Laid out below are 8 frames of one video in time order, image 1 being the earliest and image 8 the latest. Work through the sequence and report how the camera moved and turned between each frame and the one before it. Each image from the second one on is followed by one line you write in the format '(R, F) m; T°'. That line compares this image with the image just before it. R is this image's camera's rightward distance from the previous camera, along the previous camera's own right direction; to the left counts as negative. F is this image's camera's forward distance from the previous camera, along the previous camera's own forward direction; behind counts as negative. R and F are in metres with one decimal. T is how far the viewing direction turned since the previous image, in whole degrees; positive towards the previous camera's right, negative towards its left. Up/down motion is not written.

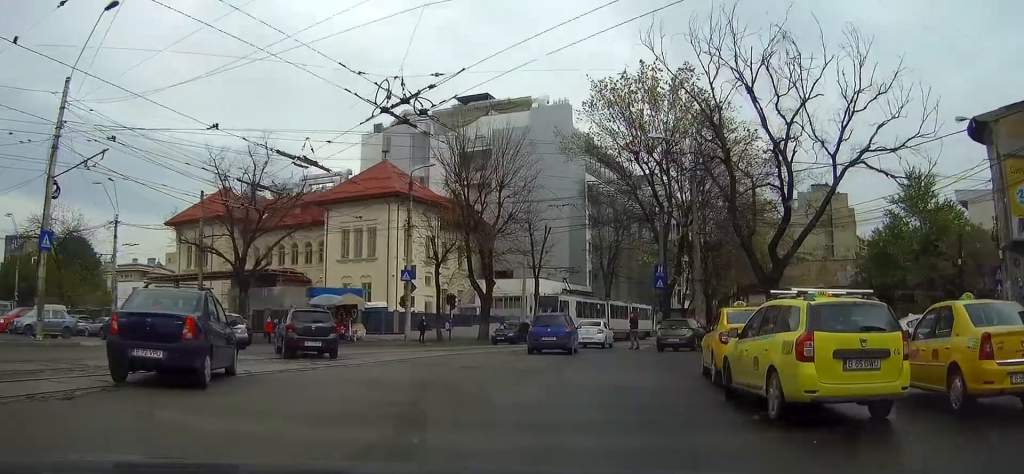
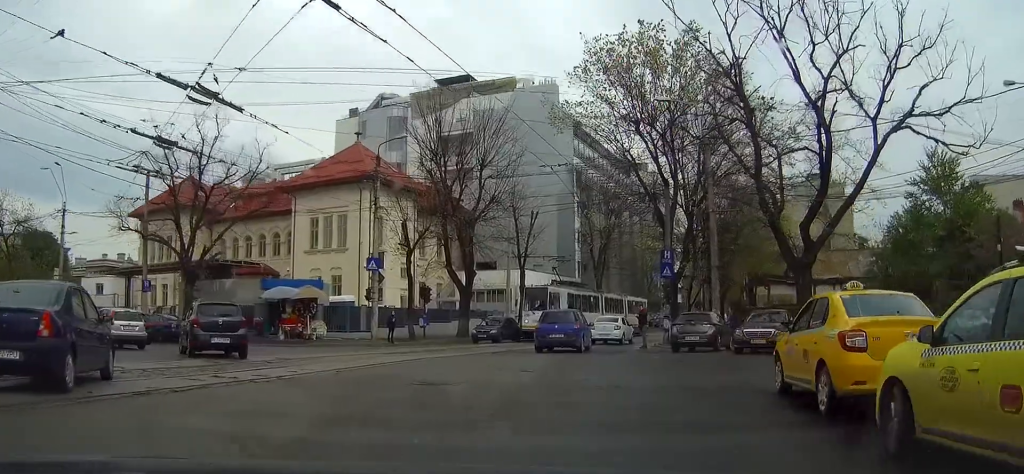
(-0.1, +5.6) m; +4°
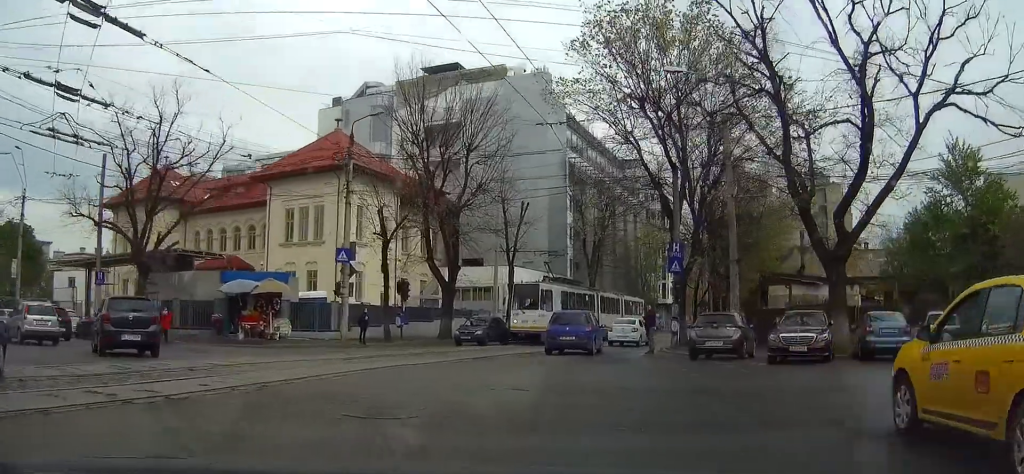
(+0.1, +3.9) m; +4°
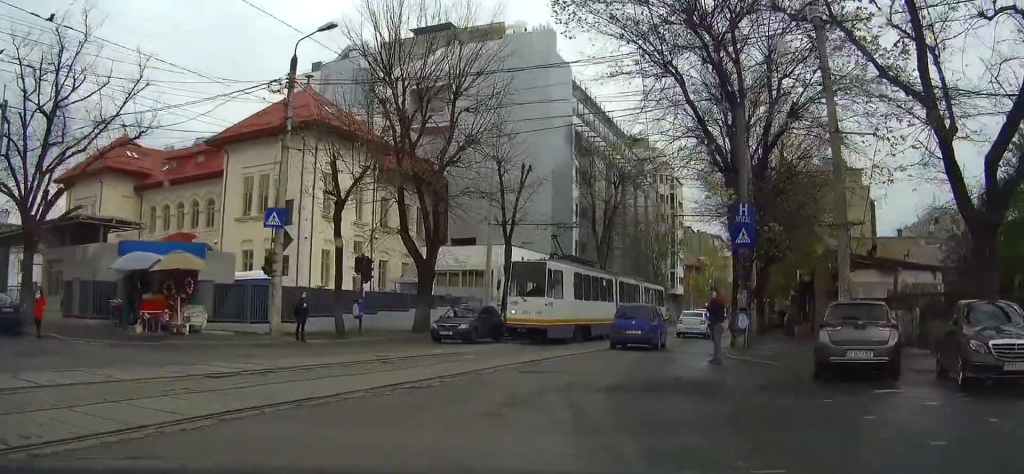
(+0.8, +8.7) m; +9°
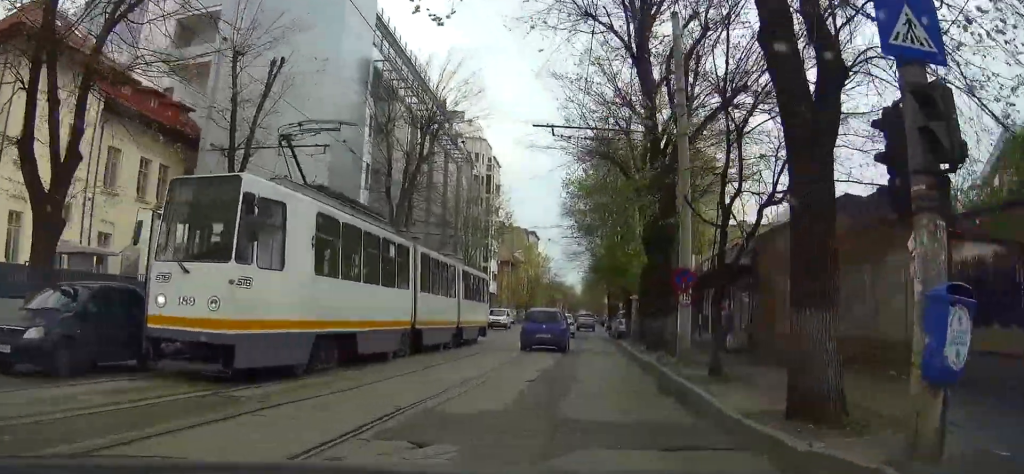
(+1.5, +16.3) m; +6°
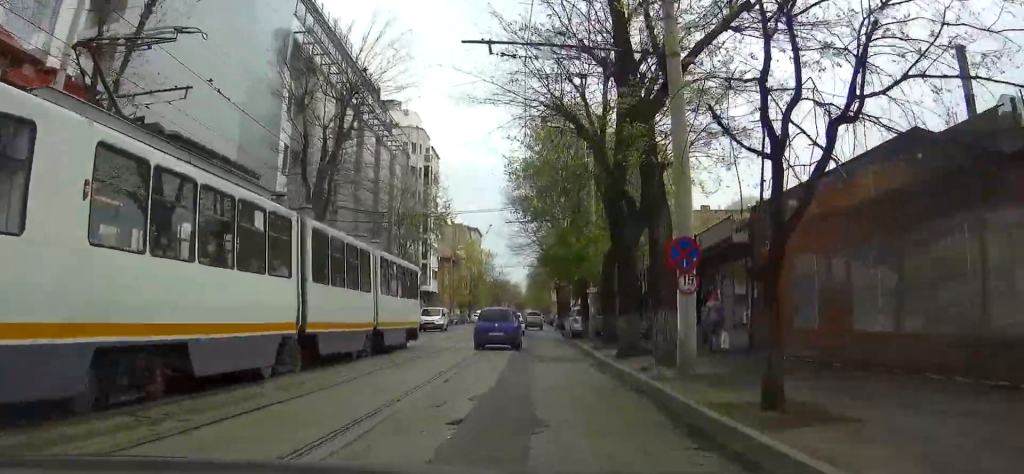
(0.0, +5.4) m; +2°
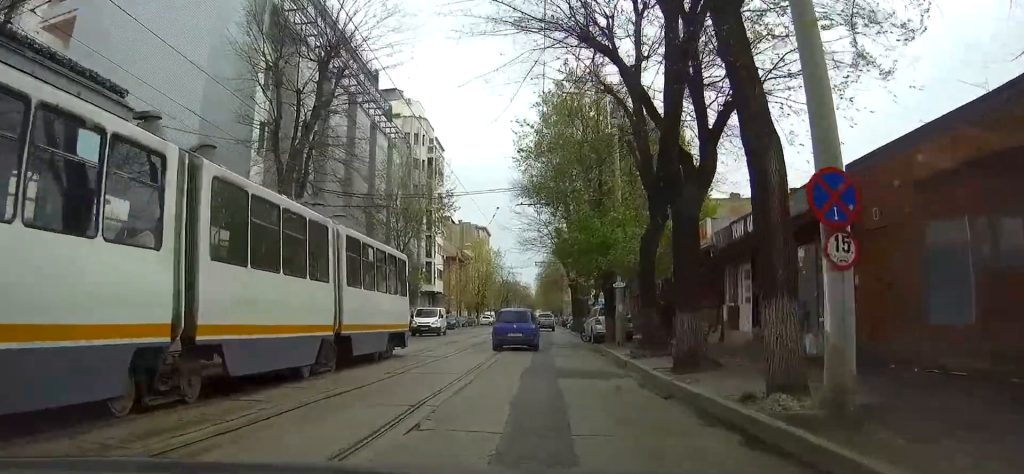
(+0.1, +5.3) m; +2°
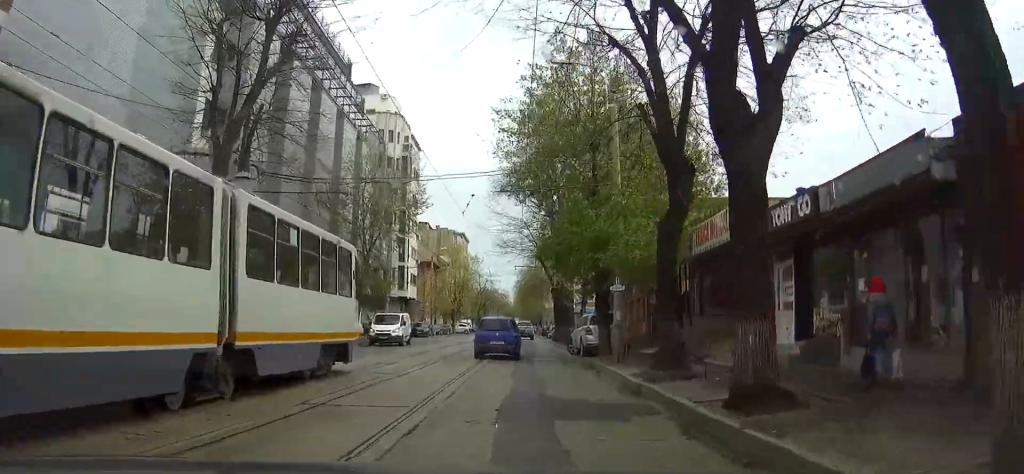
(+0.1, +4.7) m; +1°
